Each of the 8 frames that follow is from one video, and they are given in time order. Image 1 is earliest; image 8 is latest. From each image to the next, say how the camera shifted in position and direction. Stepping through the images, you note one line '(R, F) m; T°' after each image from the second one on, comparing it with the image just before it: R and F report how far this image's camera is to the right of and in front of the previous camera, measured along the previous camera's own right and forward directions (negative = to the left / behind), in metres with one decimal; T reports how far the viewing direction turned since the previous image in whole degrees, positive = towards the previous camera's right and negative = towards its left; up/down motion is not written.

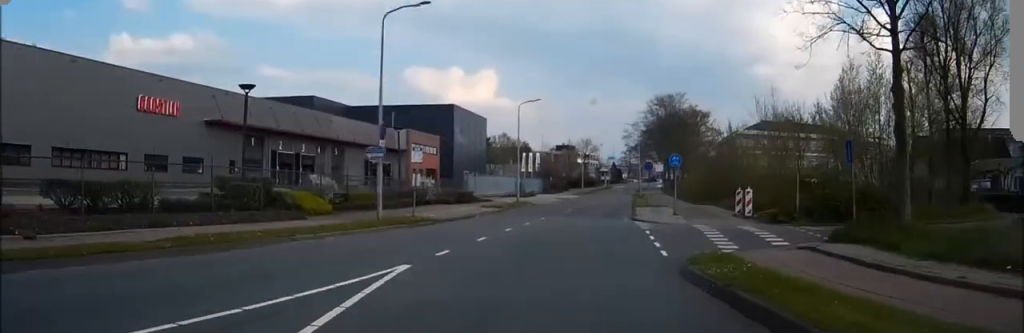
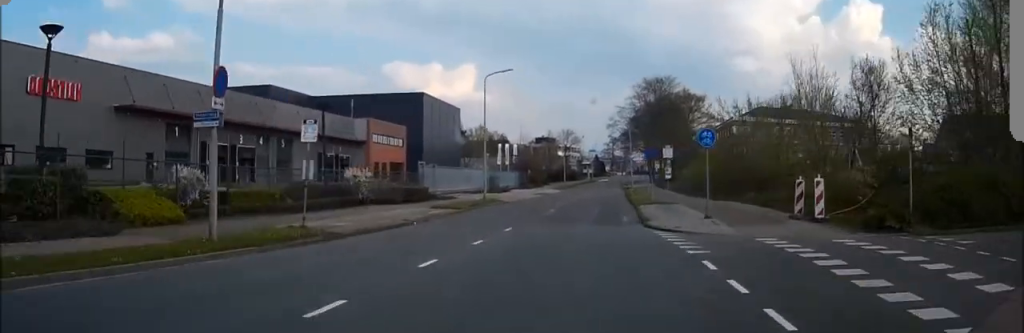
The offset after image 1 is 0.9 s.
(+0.5, +10.3) m; +3°
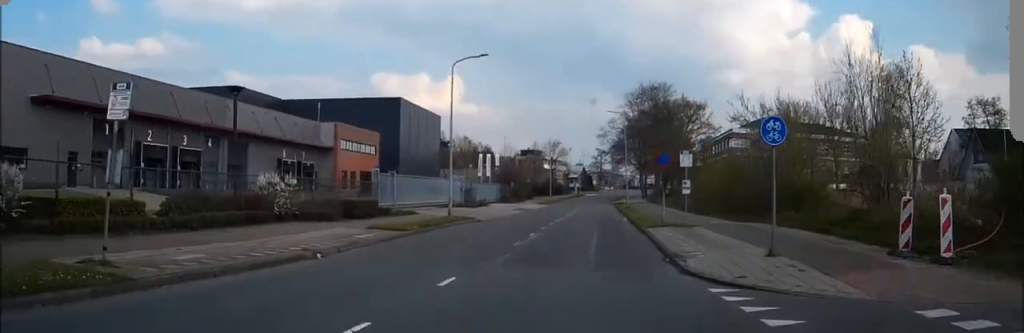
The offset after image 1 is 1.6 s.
(+0.1, +8.1) m; +1°
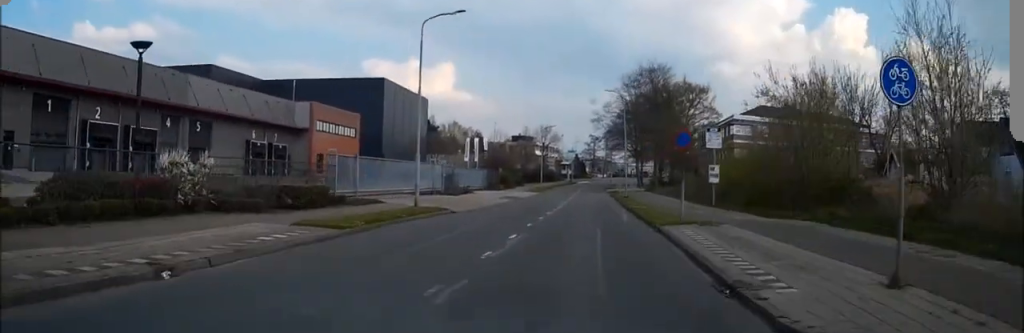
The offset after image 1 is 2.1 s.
(0.0, +5.9) m; +1°
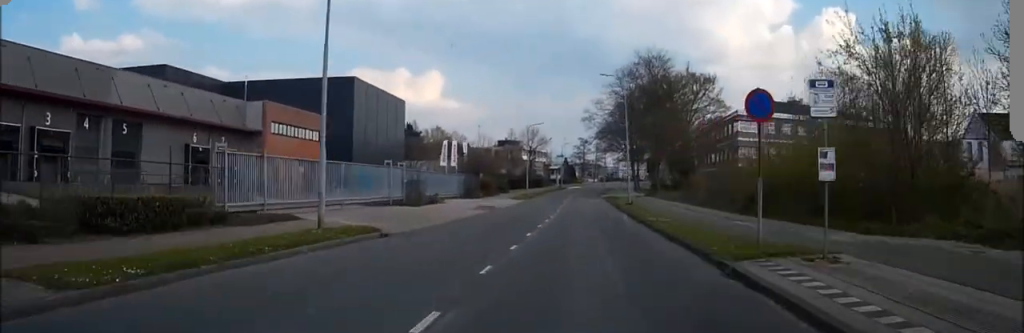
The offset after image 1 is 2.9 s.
(+0.1, +9.9) m; +1°
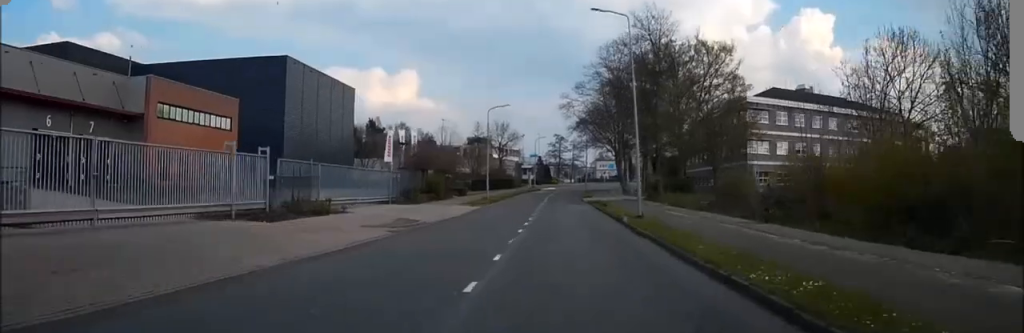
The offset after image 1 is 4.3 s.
(+0.2, +17.1) m; +1°
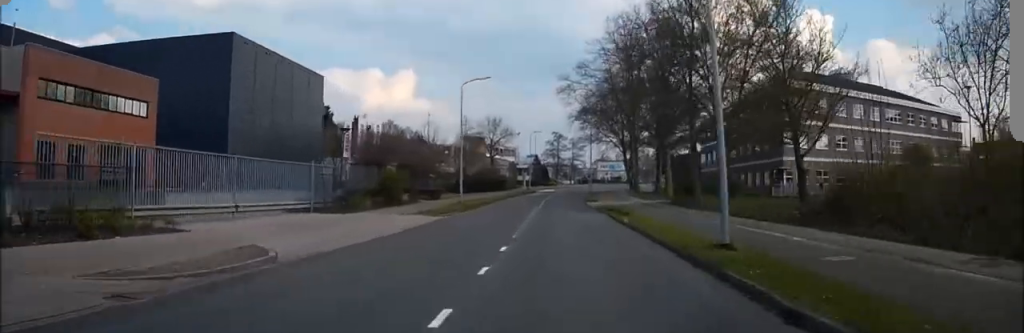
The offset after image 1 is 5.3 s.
(+0.1, +14.3) m; 0°
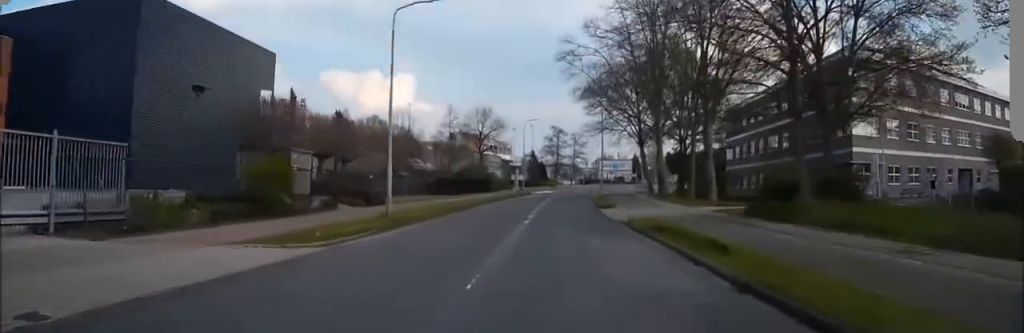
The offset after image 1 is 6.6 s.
(0.0, +17.0) m; +1°
